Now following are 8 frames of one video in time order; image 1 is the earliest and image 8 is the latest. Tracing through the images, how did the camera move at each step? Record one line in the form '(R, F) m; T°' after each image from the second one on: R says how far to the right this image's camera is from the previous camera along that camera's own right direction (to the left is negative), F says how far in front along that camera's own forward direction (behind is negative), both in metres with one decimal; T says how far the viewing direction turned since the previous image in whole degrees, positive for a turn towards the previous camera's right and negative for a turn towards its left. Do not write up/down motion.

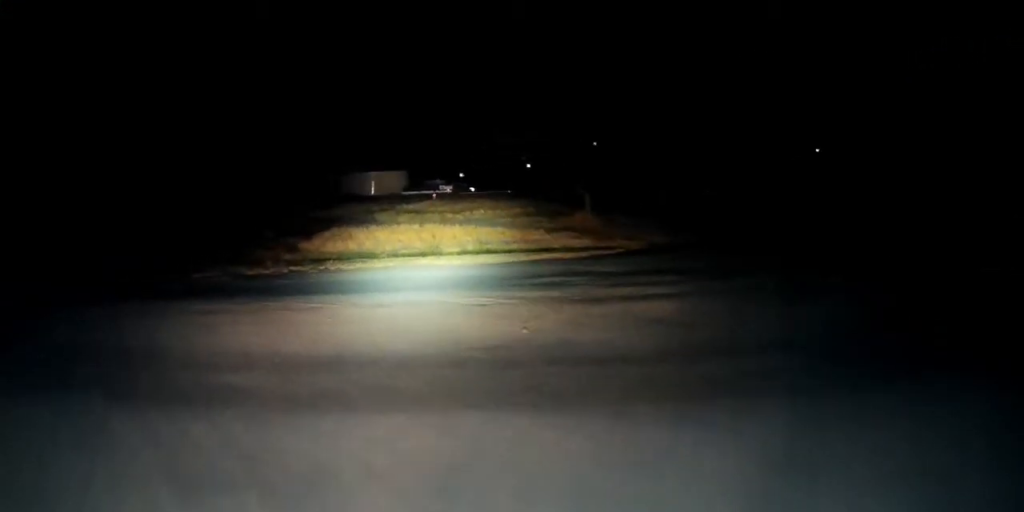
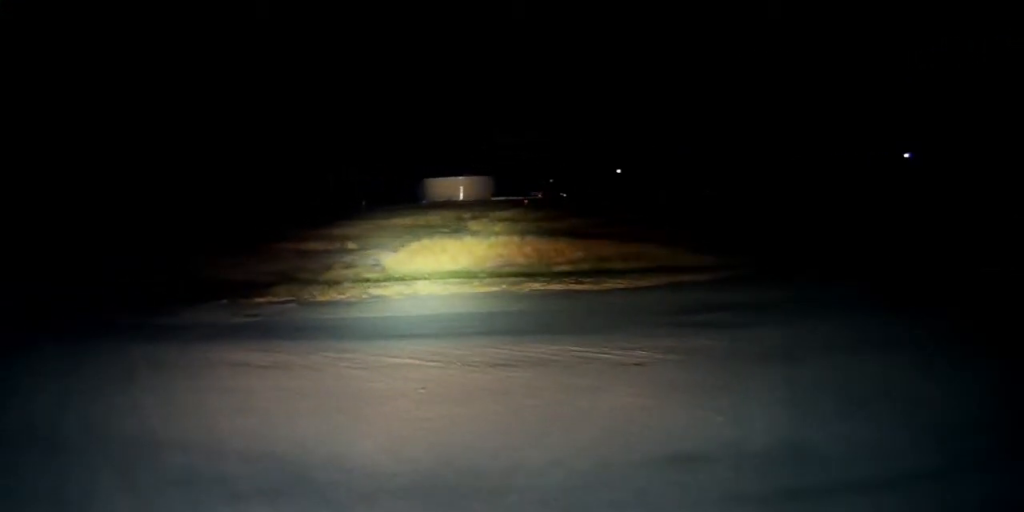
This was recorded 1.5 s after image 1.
(-0.5, +4.9) m; -12°
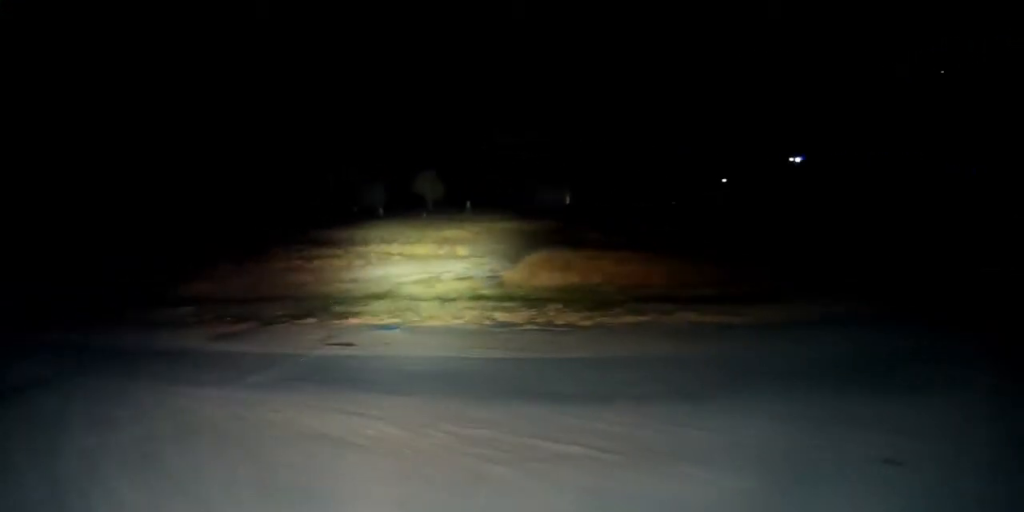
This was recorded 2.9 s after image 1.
(-0.4, +4.1) m; -7°
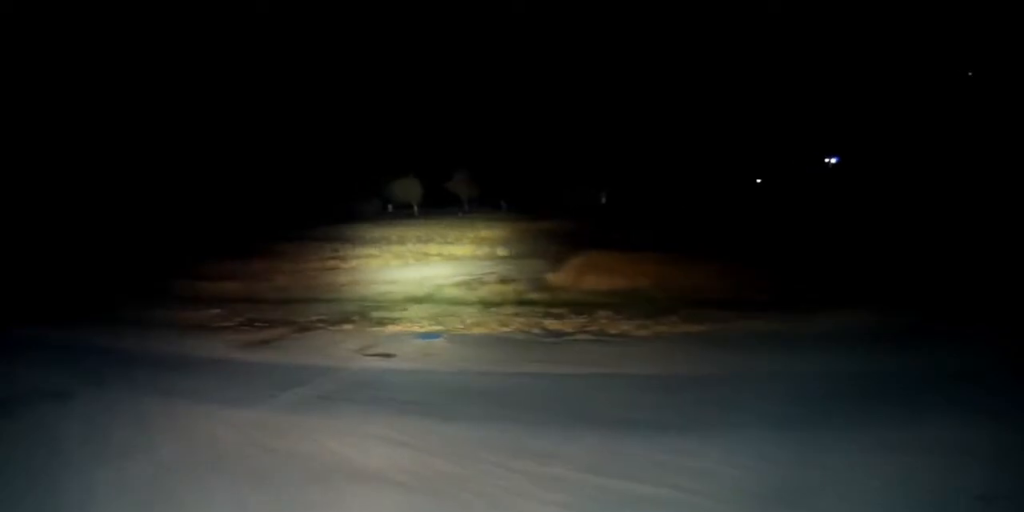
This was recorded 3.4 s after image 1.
(+0.1, +1.3) m; -1°
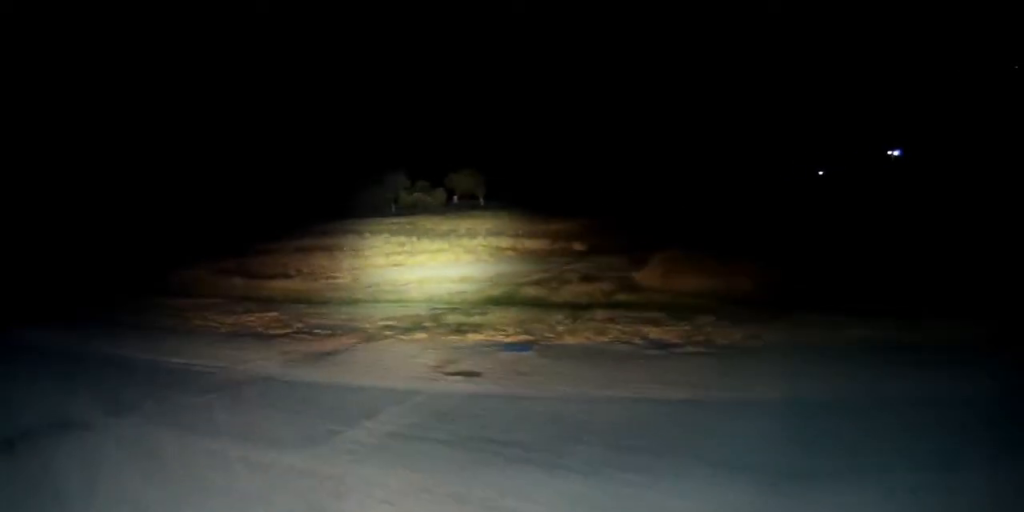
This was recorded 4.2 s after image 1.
(-0.1, +2.3) m; -5°
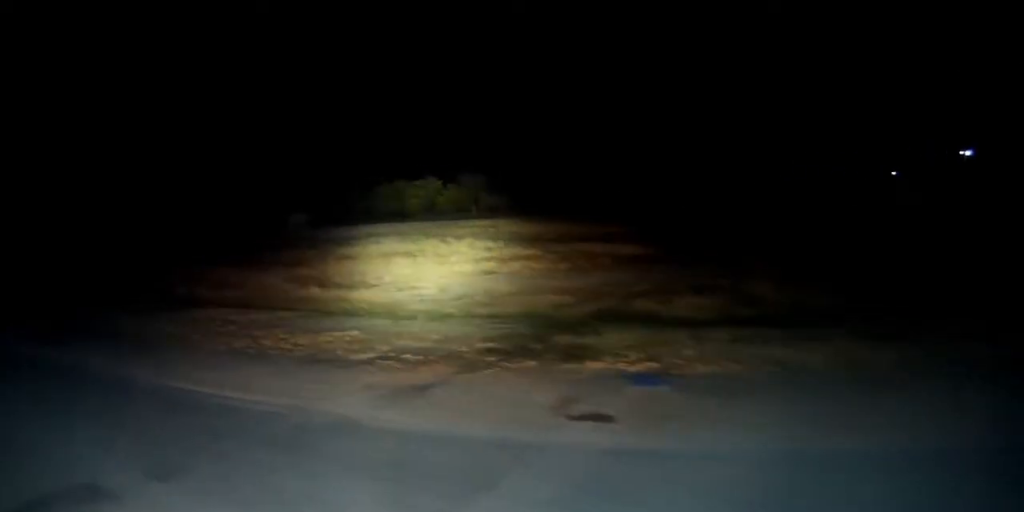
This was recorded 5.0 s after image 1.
(-0.2, +2.6) m; -8°
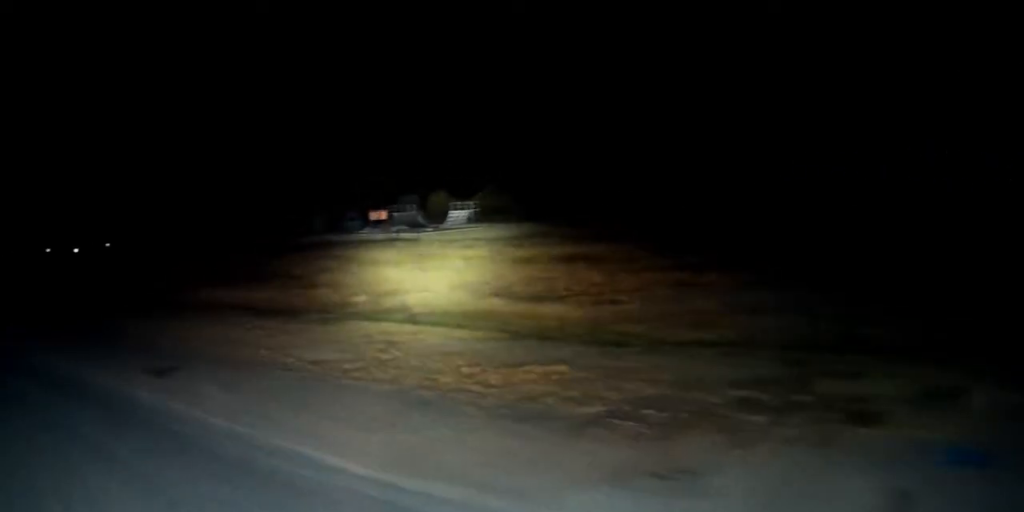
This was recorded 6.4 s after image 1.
(-0.6, +4.3) m; -15°
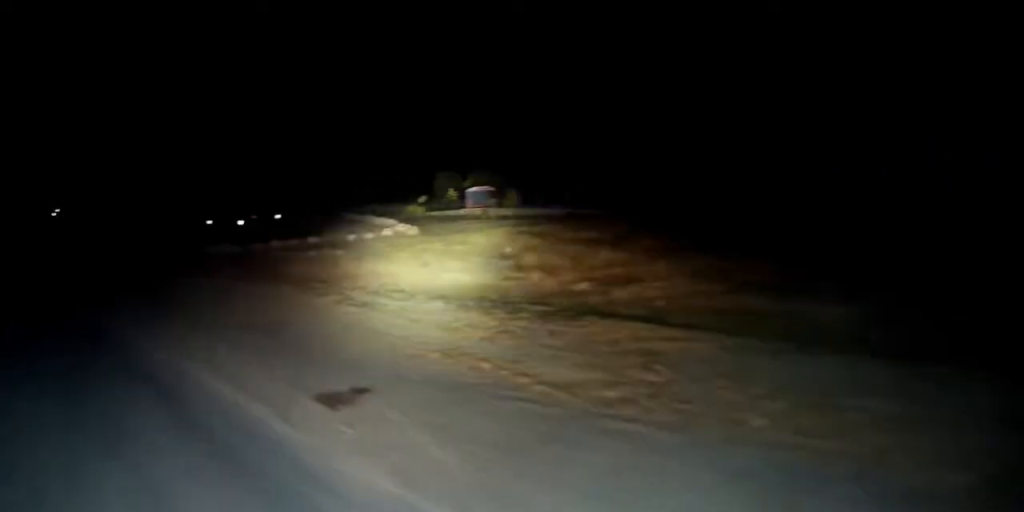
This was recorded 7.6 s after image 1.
(-0.4, +4.5) m; -15°
